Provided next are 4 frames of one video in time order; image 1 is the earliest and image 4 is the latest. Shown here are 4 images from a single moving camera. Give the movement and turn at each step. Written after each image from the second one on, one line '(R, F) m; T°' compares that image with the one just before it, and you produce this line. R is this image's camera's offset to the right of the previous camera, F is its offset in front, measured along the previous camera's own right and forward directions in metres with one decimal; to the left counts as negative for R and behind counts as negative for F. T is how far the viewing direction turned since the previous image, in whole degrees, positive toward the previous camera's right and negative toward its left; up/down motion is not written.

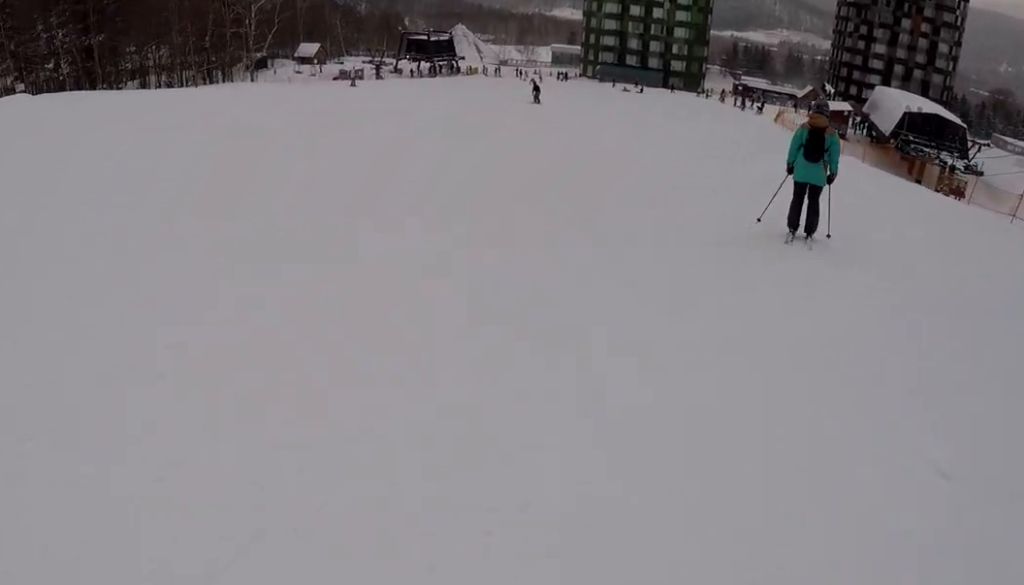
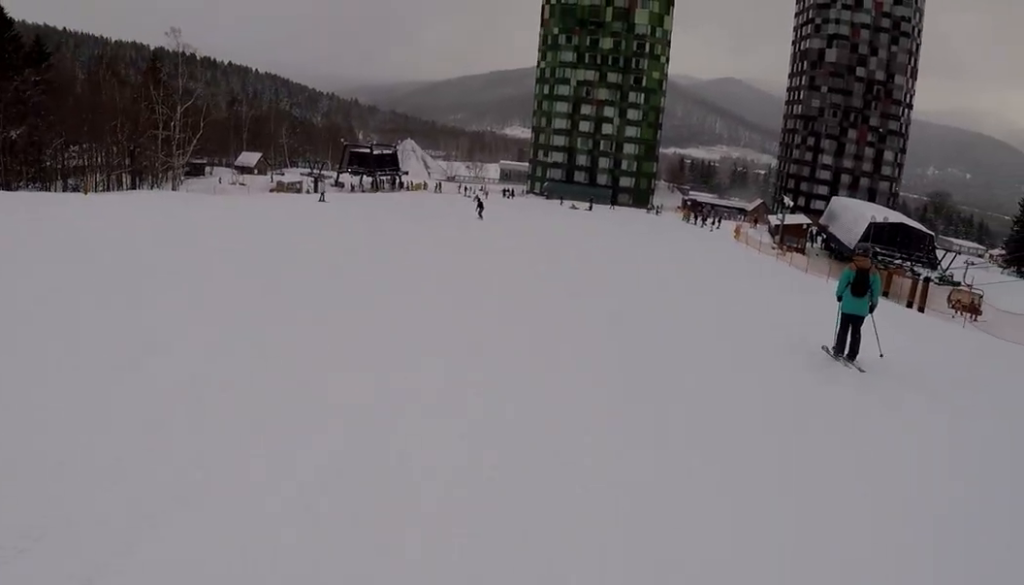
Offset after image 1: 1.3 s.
(+0.2, +8.0) m; +7°
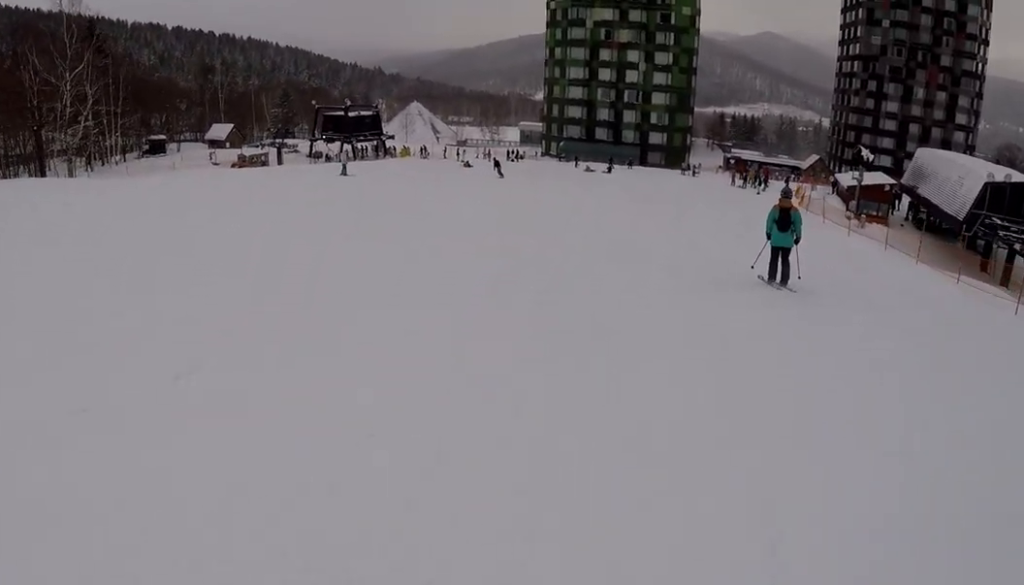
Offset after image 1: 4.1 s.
(-1.5, +17.6) m; -7°
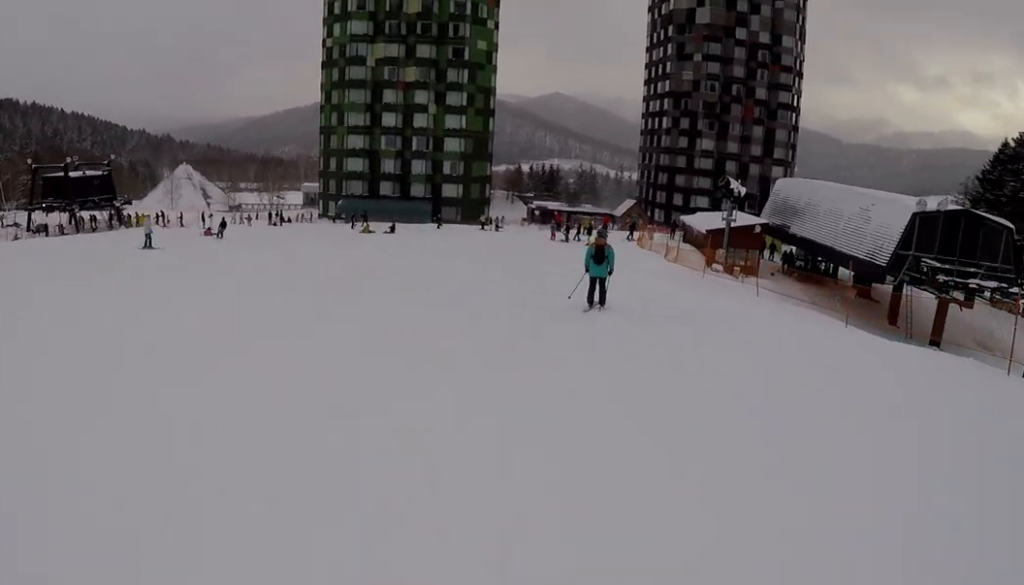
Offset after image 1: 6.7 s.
(+0.9, +17.7) m; +9°
